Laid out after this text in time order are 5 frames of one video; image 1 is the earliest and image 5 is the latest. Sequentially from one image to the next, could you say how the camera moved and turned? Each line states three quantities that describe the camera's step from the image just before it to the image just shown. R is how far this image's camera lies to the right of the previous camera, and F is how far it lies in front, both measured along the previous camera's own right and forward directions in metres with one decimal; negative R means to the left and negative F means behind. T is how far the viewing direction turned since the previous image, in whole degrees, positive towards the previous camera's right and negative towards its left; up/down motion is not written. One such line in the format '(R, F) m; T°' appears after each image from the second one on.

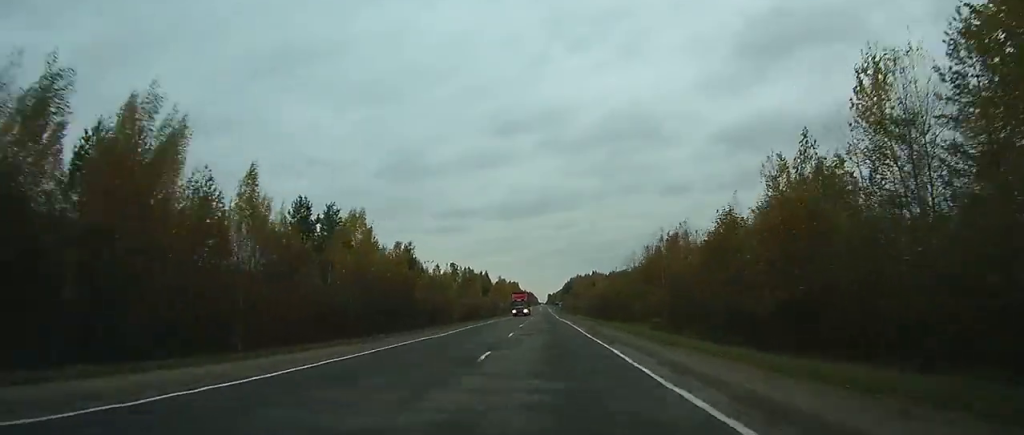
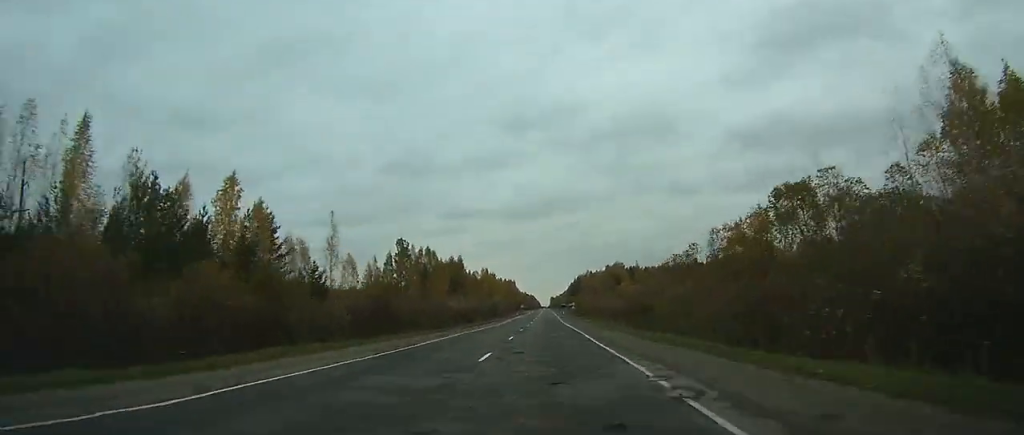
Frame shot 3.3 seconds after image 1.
(+0.2, +81.6) m; 0°
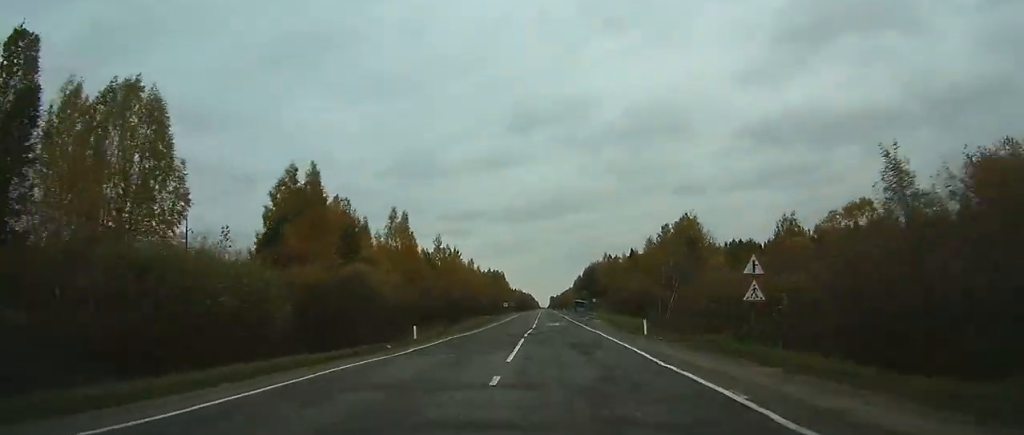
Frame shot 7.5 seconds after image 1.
(-0.4, +104.1) m; 0°
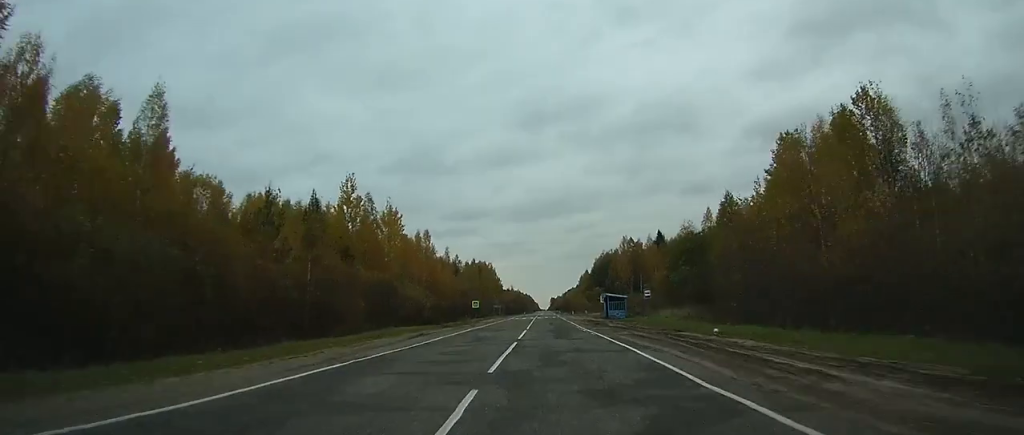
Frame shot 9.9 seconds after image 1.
(-0.2, +67.9) m; 0°
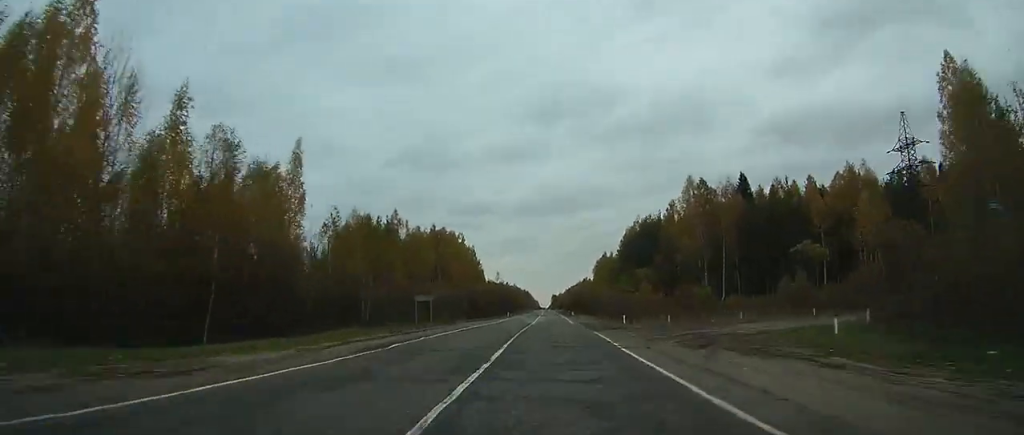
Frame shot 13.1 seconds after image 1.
(+0.1, +87.0) m; 0°
